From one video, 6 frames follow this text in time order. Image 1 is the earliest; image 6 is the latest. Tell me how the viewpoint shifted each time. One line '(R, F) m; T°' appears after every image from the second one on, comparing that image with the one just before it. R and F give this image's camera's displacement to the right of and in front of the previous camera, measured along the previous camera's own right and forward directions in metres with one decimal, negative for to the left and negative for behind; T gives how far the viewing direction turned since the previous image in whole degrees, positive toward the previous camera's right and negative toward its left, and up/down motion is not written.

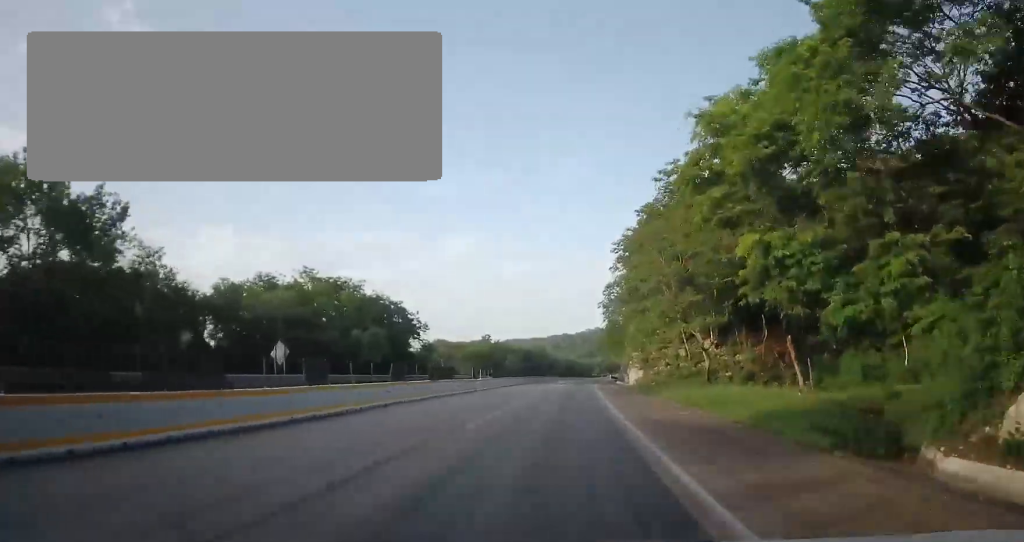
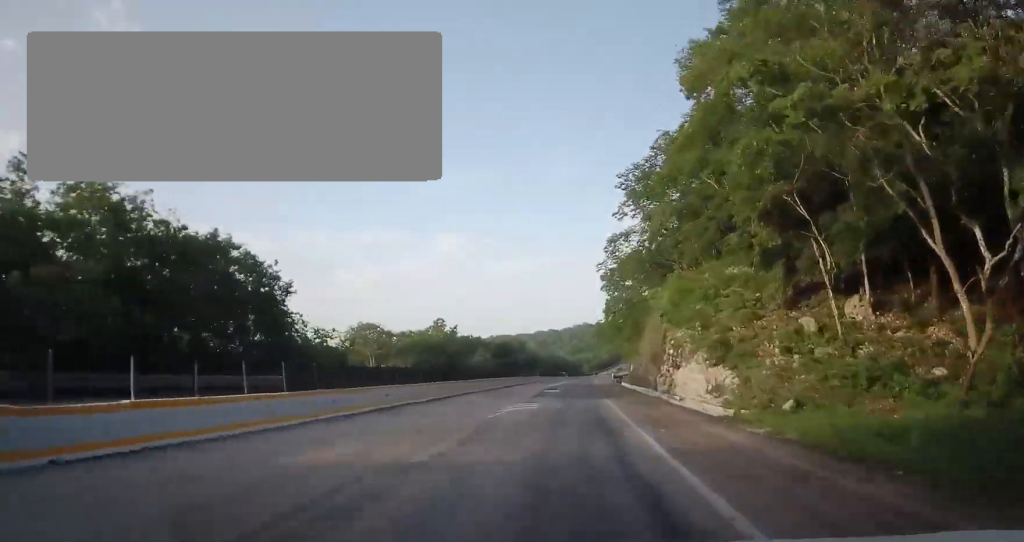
(+0.4, +35.7) m; 0°
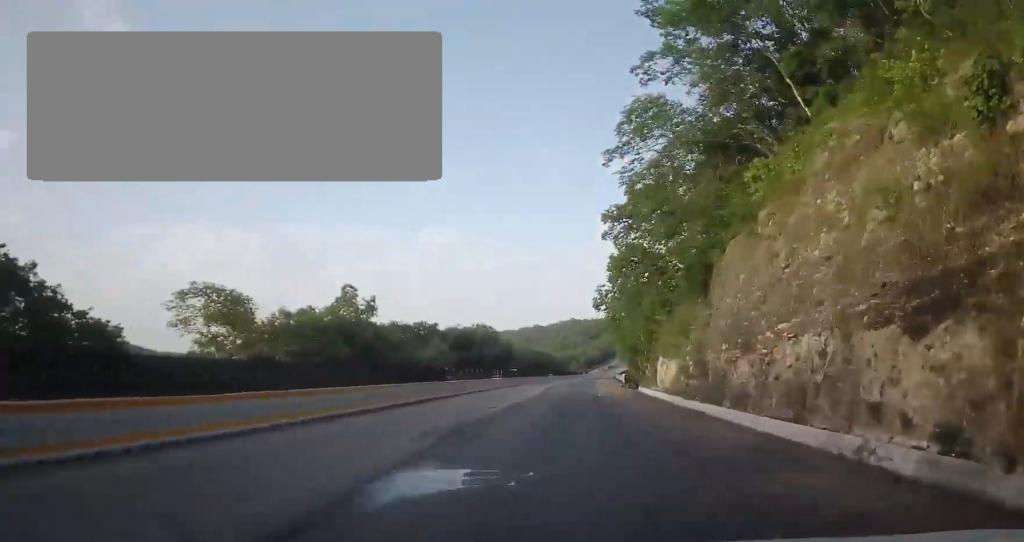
(-0.3, +34.4) m; 0°
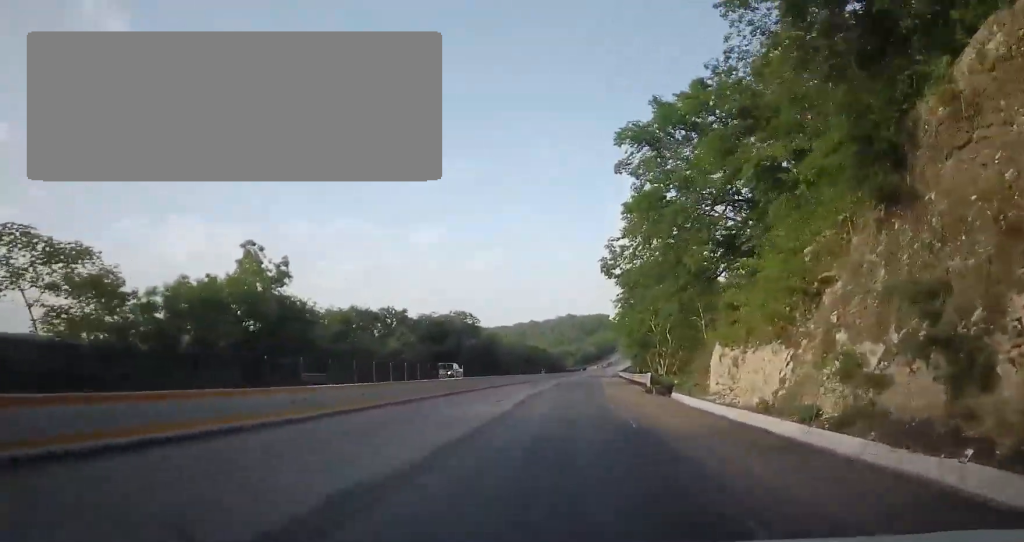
(0.0, +18.7) m; 0°
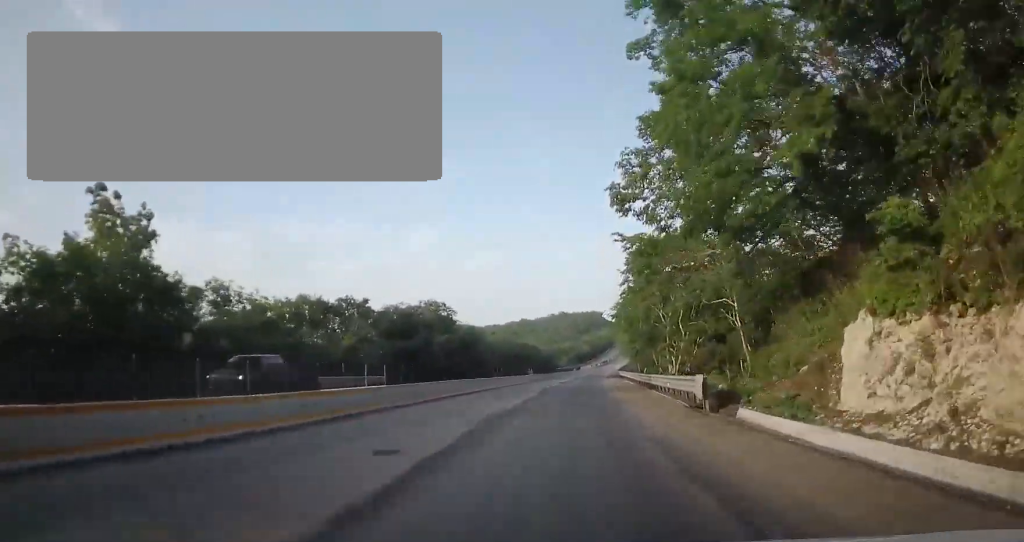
(-0.3, +14.6) m; +1°
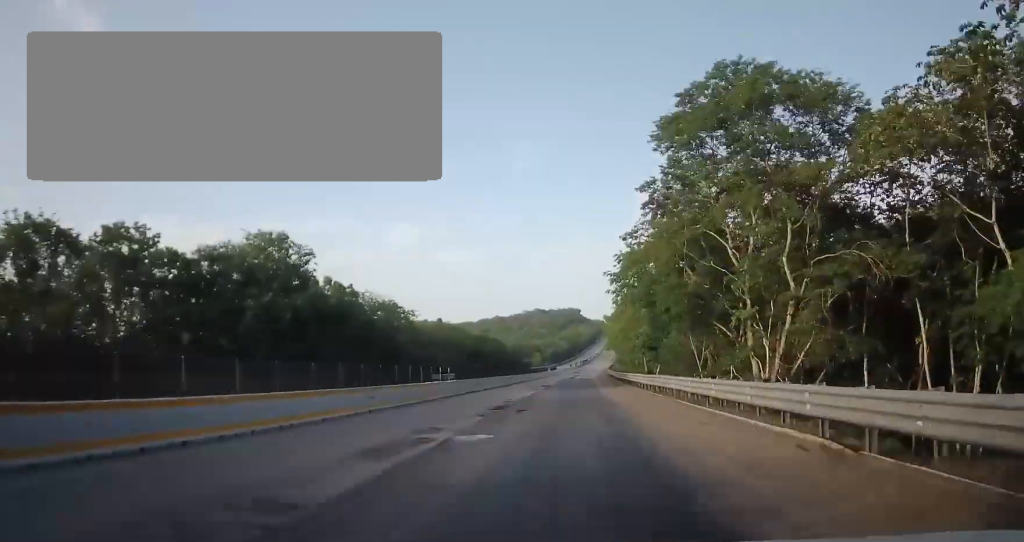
(+2.0, +39.7) m; +5°
